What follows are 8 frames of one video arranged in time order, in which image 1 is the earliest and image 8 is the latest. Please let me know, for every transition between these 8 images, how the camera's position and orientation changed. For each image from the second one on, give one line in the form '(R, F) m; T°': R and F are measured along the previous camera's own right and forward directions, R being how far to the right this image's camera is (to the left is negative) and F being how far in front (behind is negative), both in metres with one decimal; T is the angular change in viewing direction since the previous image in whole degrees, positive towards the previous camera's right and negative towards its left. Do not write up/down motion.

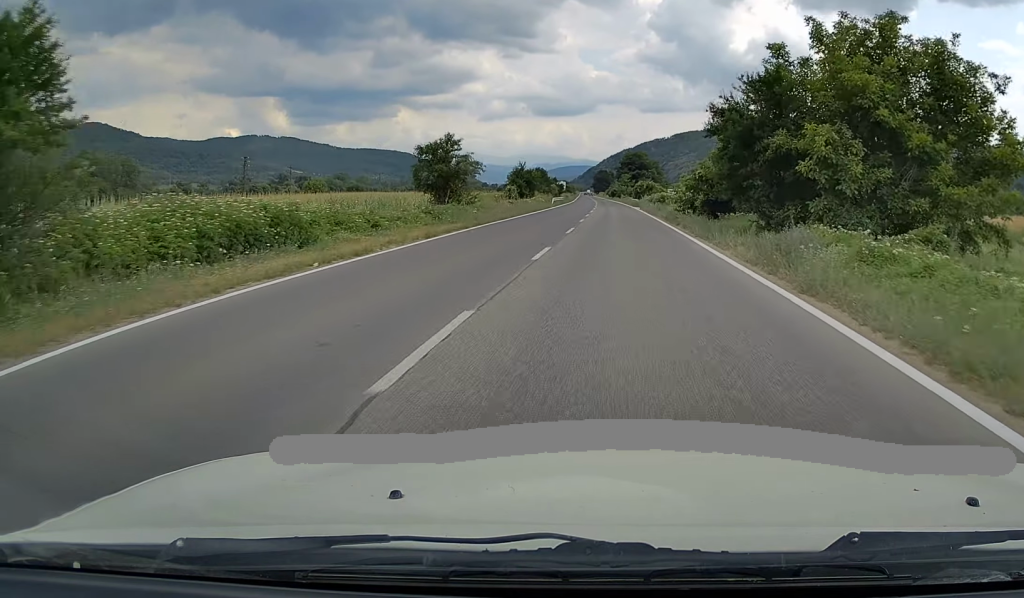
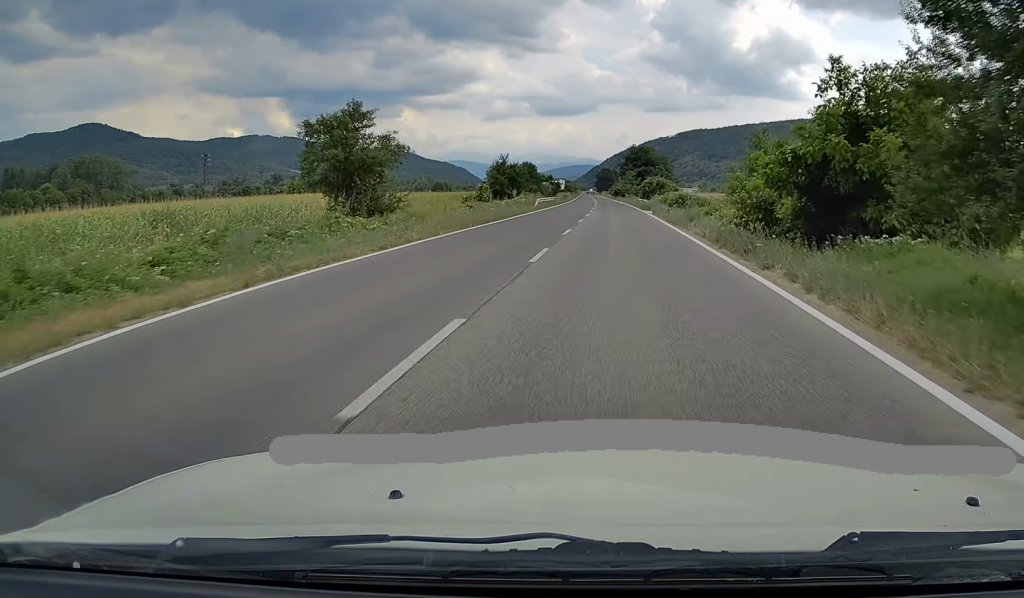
(0.0, +18.6) m; 0°
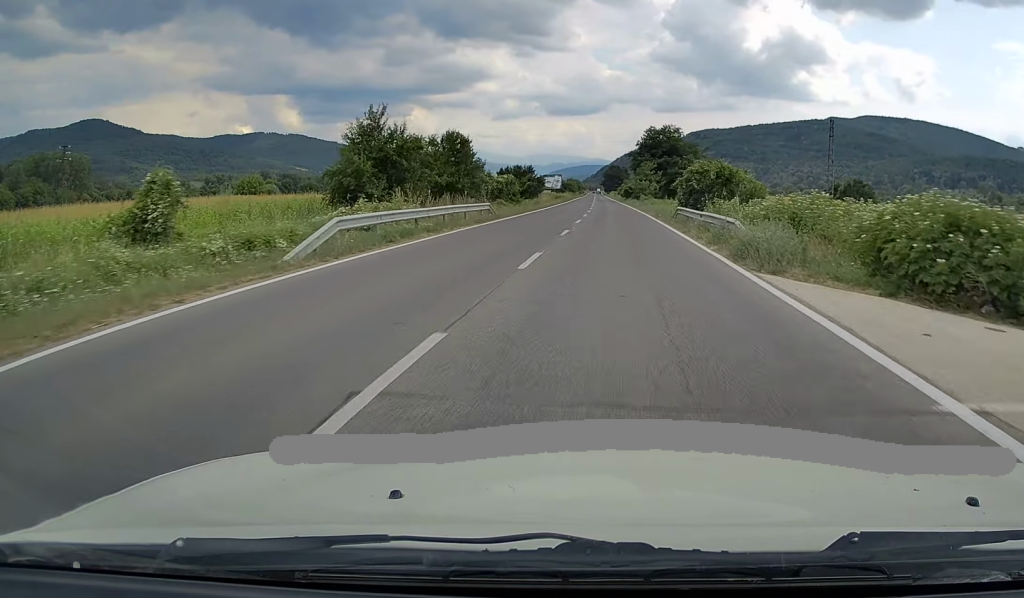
(-0.3, +45.9) m; -1°
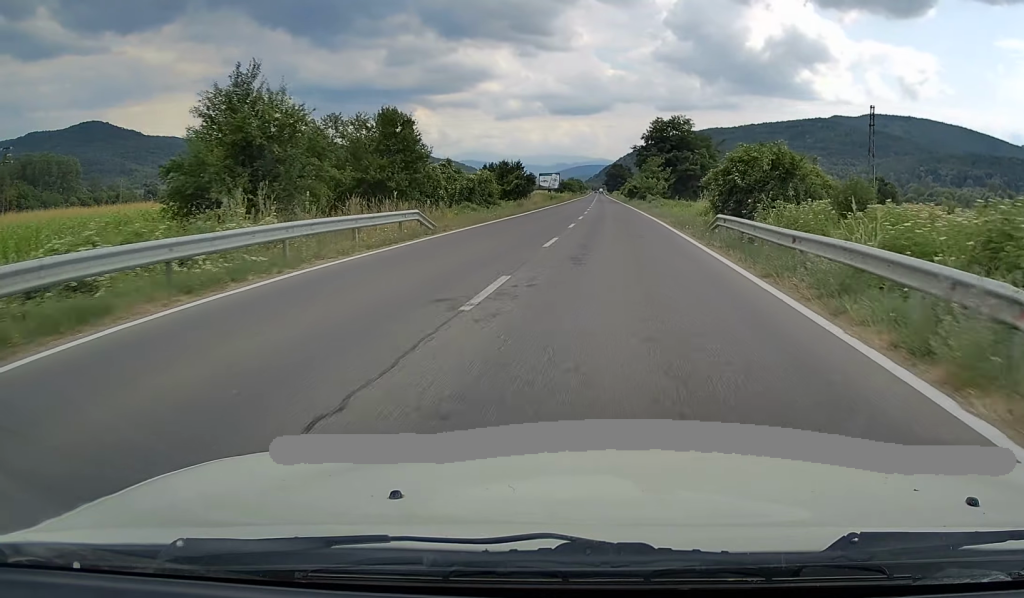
(0.0, +13.6) m; 0°
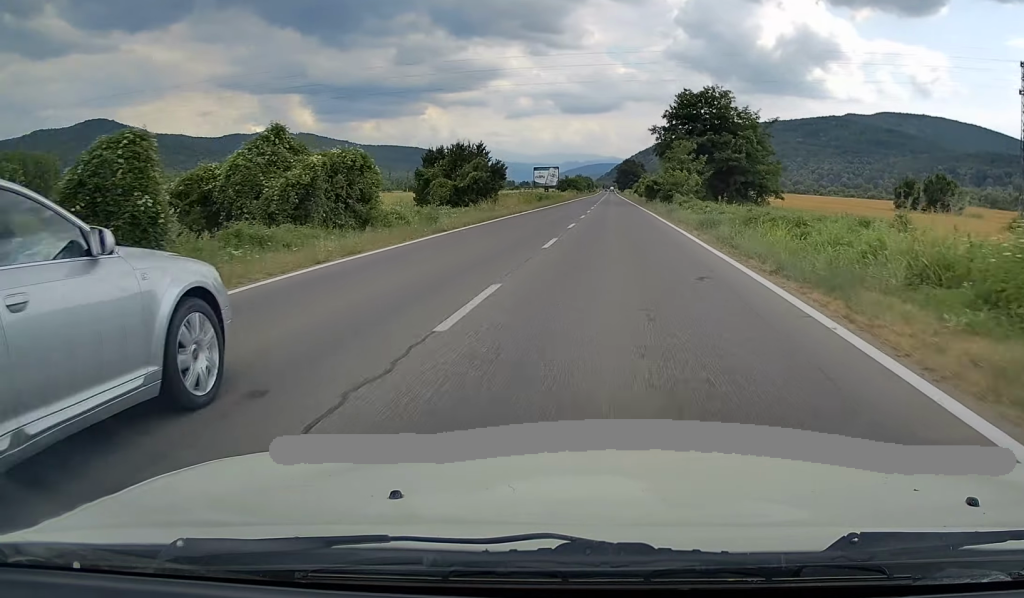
(-0.1, +28.3) m; -1°
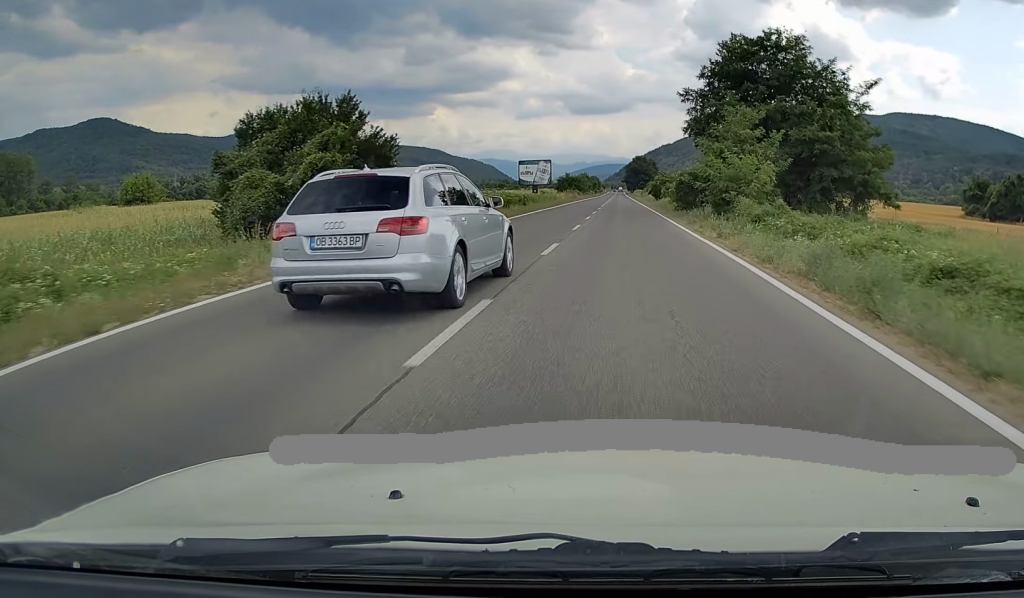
(-0.2, +28.6) m; -1°
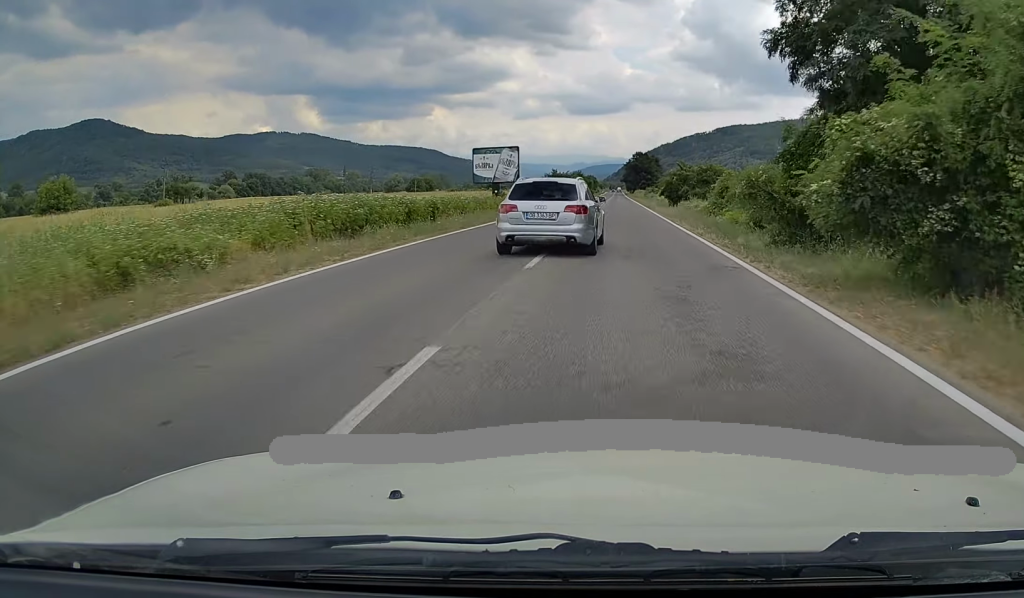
(-0.1, +29.4) m; 0°
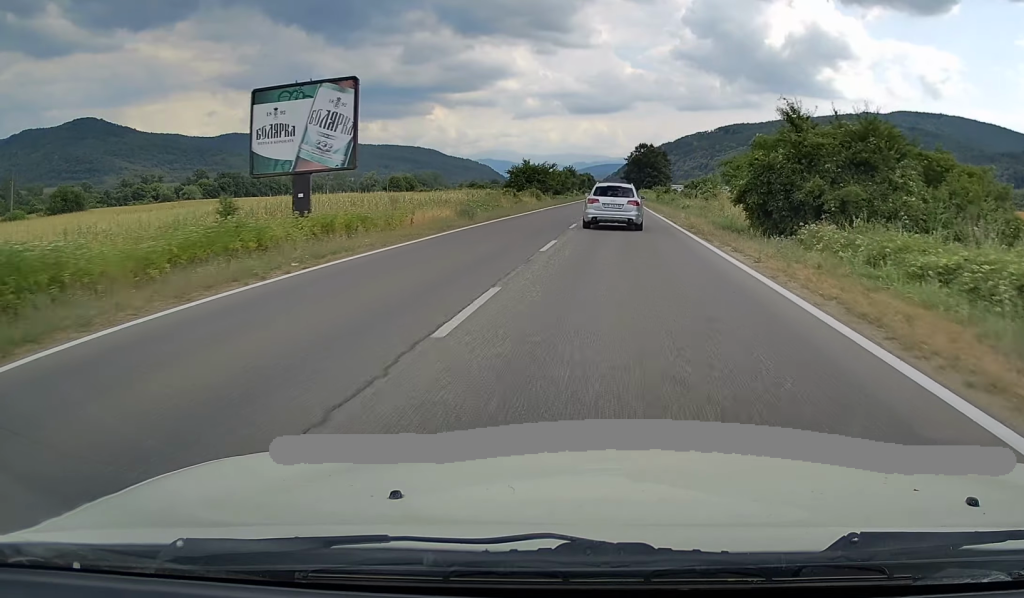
(+0.2, +41.7) m; 0°
